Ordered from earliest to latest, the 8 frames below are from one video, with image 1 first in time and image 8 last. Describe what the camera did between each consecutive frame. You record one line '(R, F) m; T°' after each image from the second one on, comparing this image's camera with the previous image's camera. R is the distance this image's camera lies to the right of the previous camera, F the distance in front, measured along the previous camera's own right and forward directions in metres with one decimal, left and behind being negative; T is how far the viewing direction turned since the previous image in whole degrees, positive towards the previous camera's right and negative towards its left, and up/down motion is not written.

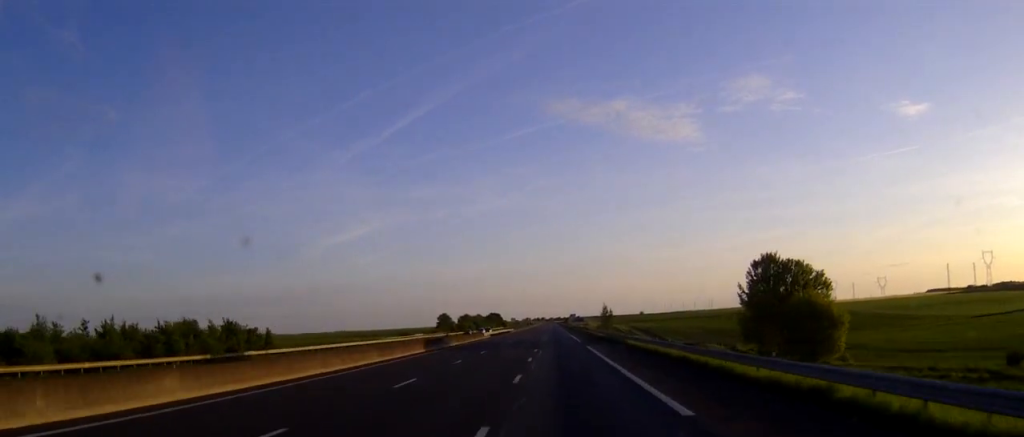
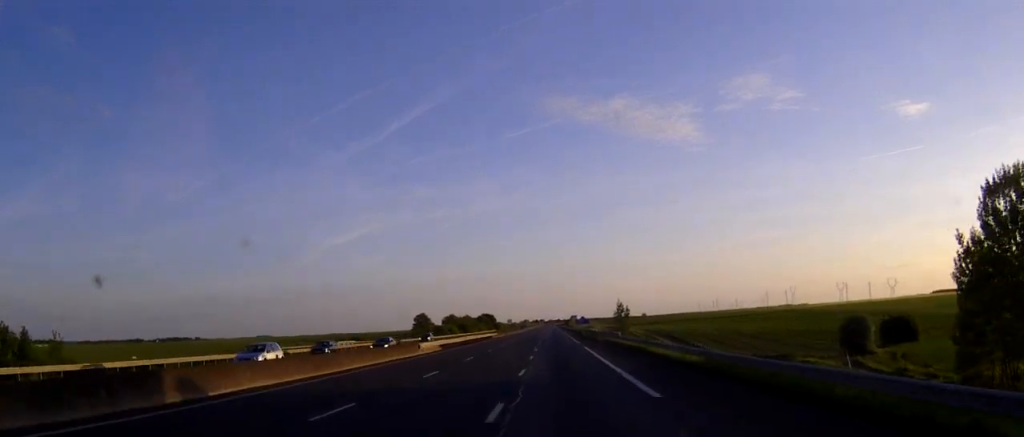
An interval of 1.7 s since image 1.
(+0.1, +47.9) m; 0°
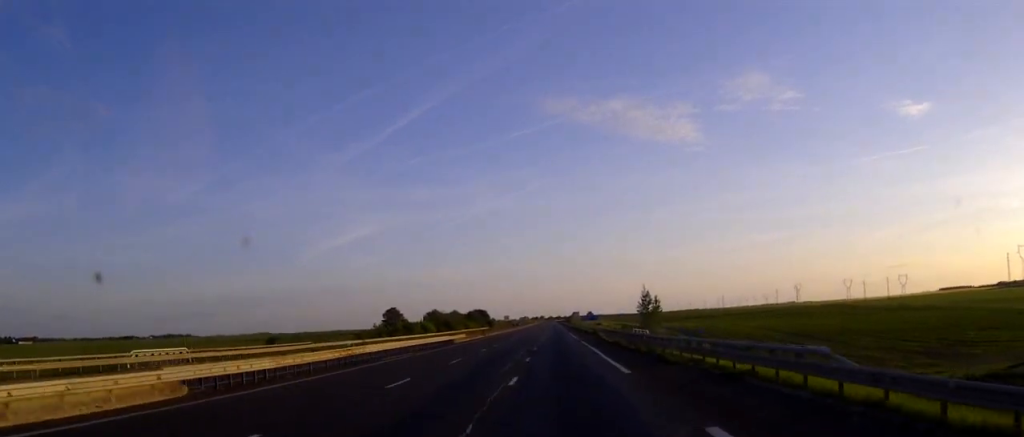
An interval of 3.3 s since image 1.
(0.0, +45.0) m; 0°
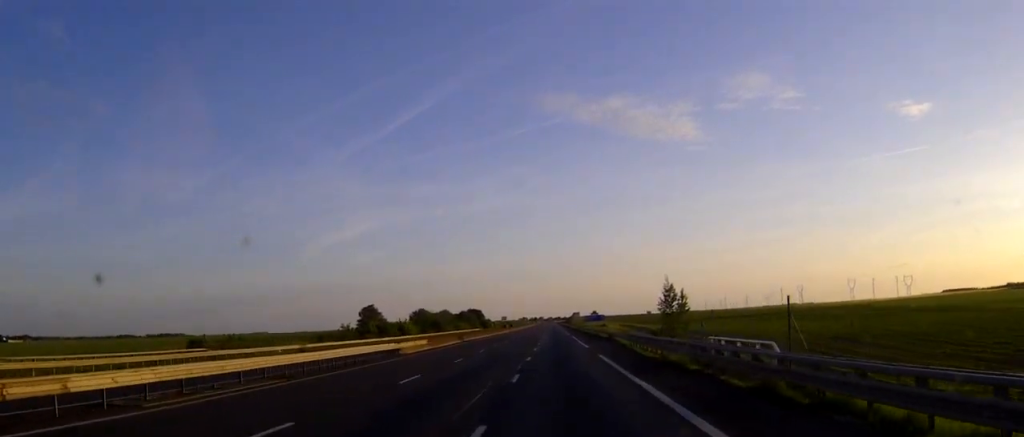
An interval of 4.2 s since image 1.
(0.0, +24.3) m; 0°
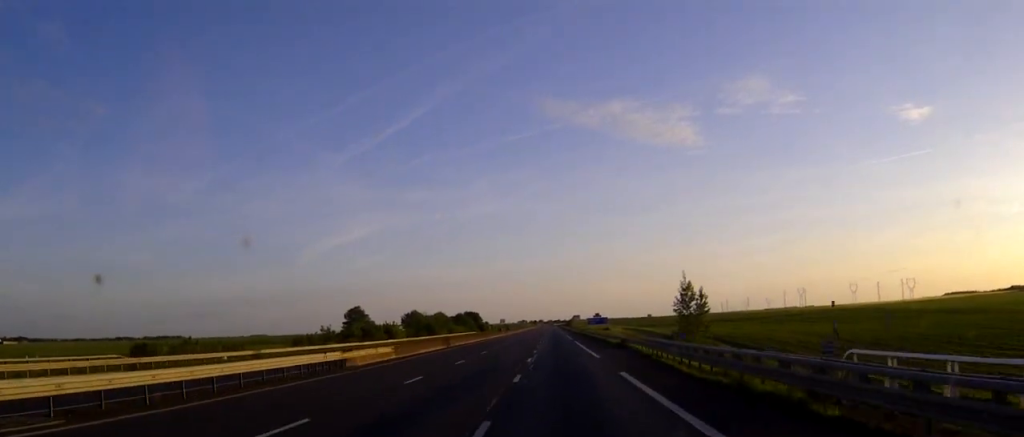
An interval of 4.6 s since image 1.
(0.0, +12.2) m; 0°
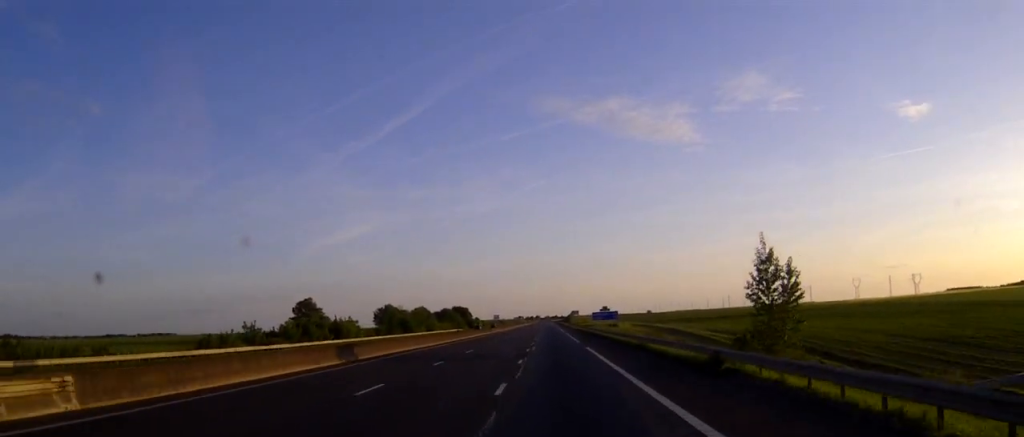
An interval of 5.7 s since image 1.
(+0.1, +31.7) m; 0°
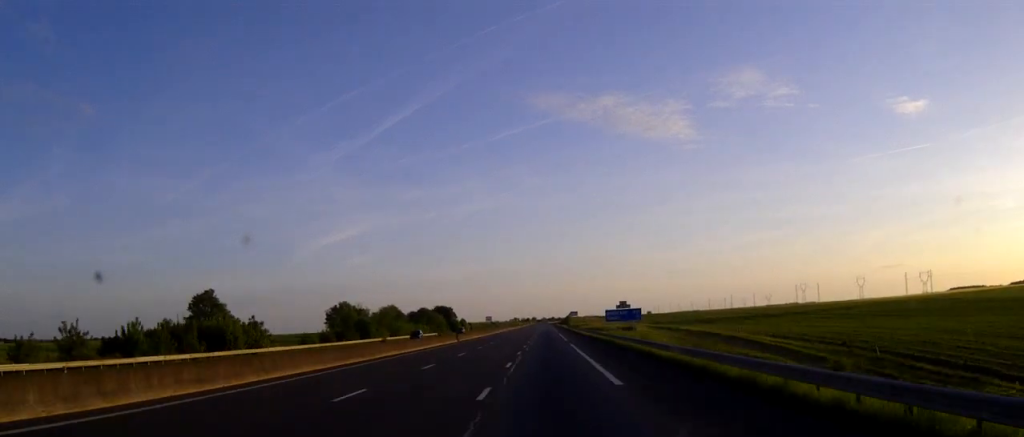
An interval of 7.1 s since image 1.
(+0.1, +39.1) m; 0°
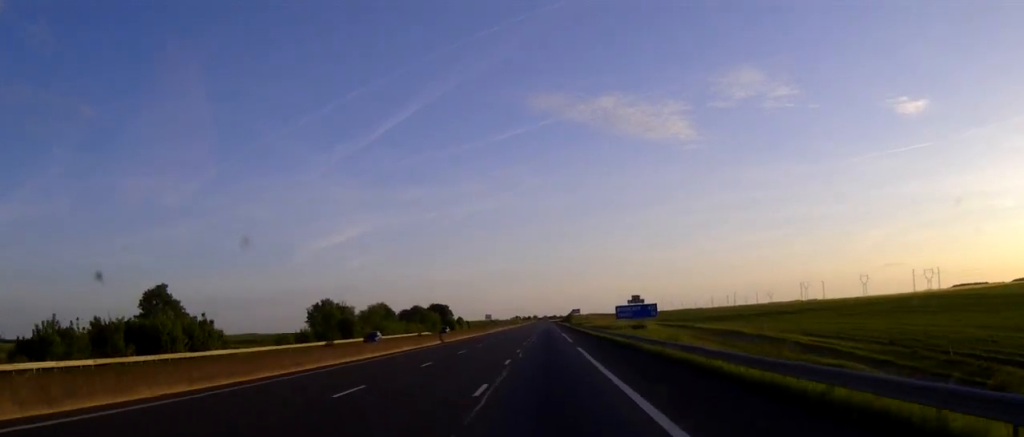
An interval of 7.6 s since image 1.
(0.0, +13.0) m; 0°
